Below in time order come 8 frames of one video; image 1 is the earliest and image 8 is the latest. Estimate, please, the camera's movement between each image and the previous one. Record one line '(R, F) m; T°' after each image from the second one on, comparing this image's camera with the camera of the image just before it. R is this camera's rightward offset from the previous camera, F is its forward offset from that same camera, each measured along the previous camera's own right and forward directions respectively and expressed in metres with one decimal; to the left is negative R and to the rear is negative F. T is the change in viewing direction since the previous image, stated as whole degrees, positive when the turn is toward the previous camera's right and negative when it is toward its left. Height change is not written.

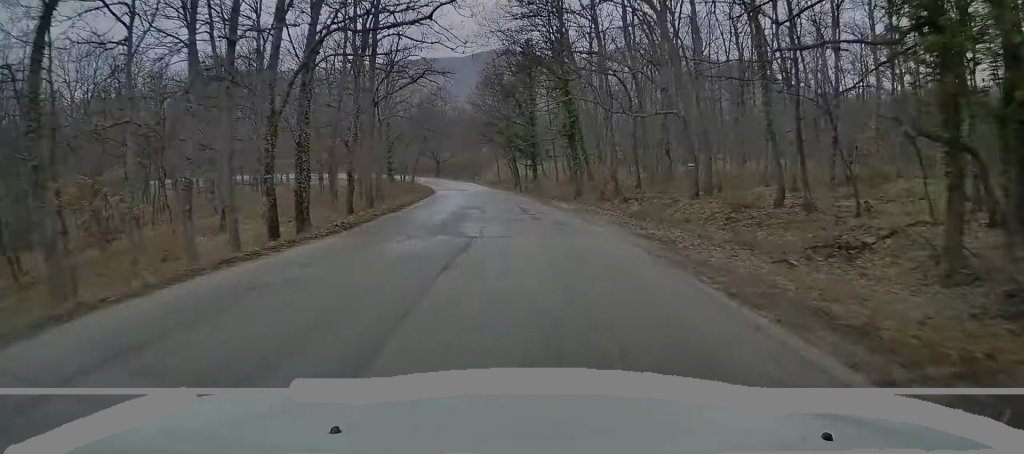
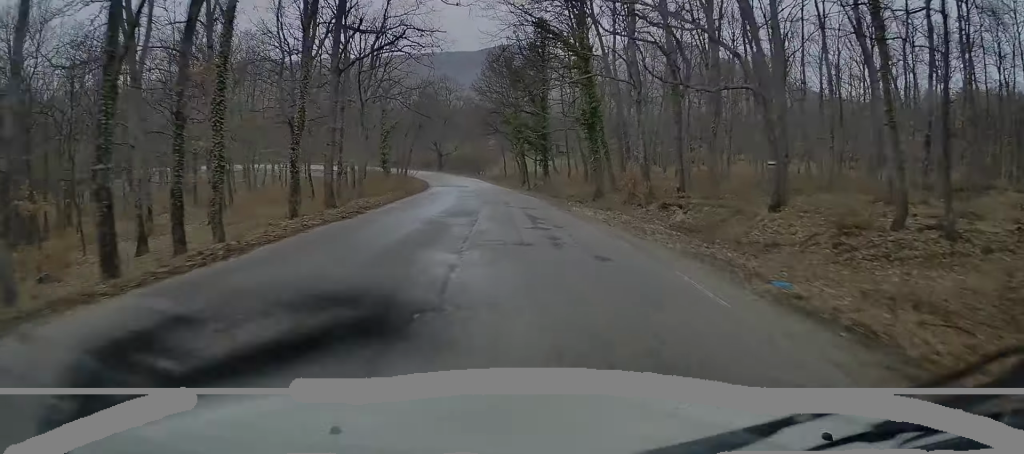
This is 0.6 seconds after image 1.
(+0.3, +7.3) m; -1°
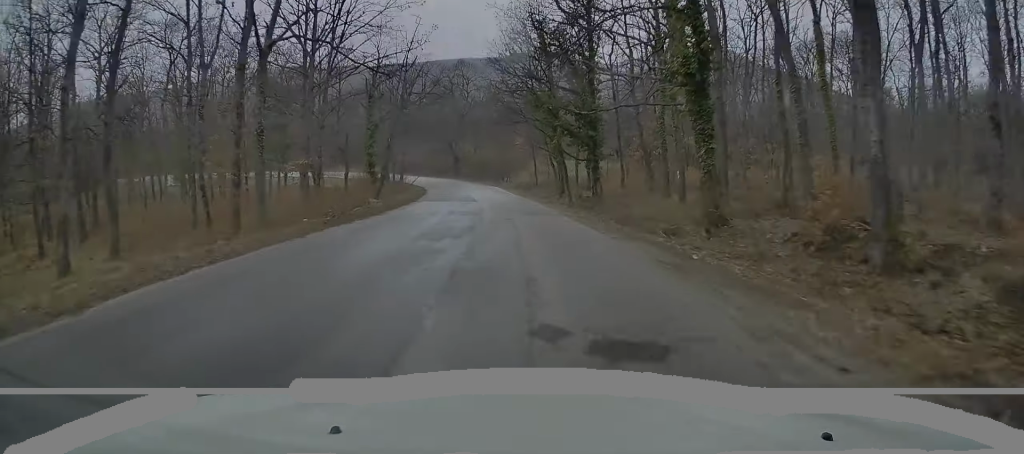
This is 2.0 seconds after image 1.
(-0.7, +18.2) m; -4°
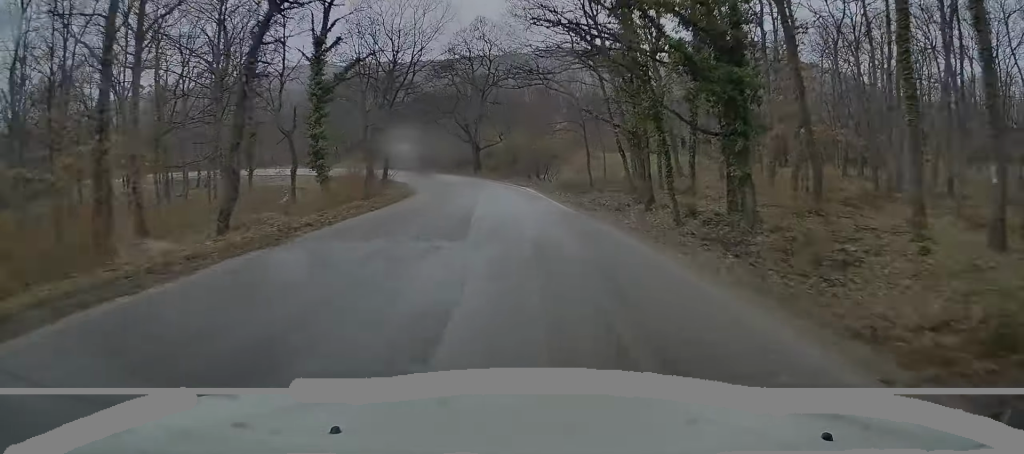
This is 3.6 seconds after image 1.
(-1.1, +20.4) m; -3°
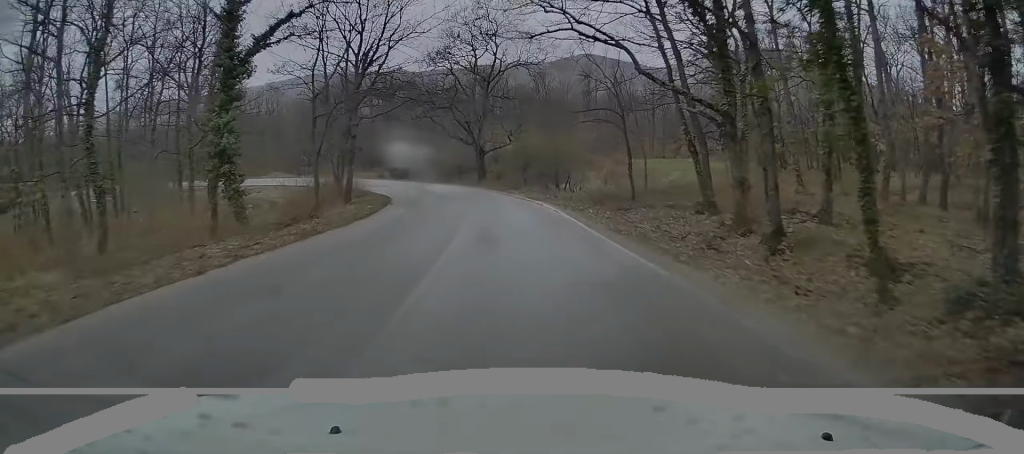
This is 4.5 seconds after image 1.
(+0.5, +10.9) m; 0°
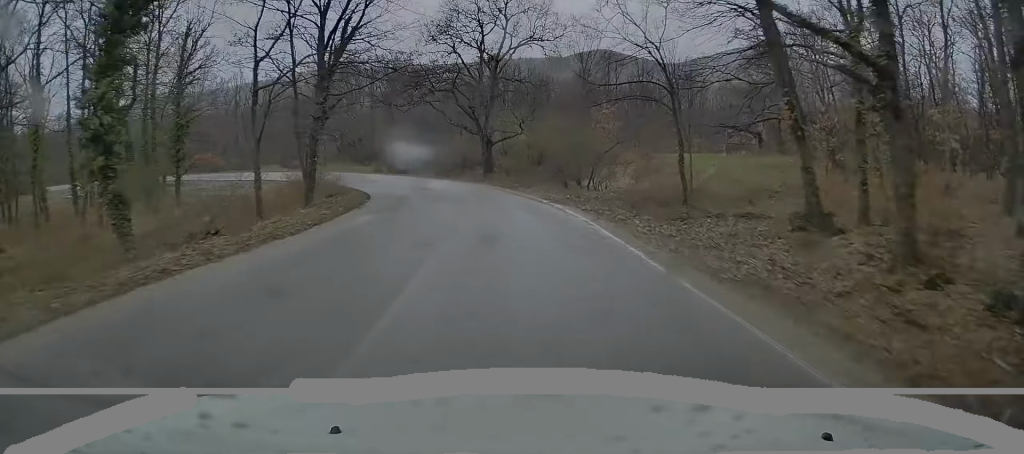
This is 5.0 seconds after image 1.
(0.0, +7.3) m; -1°
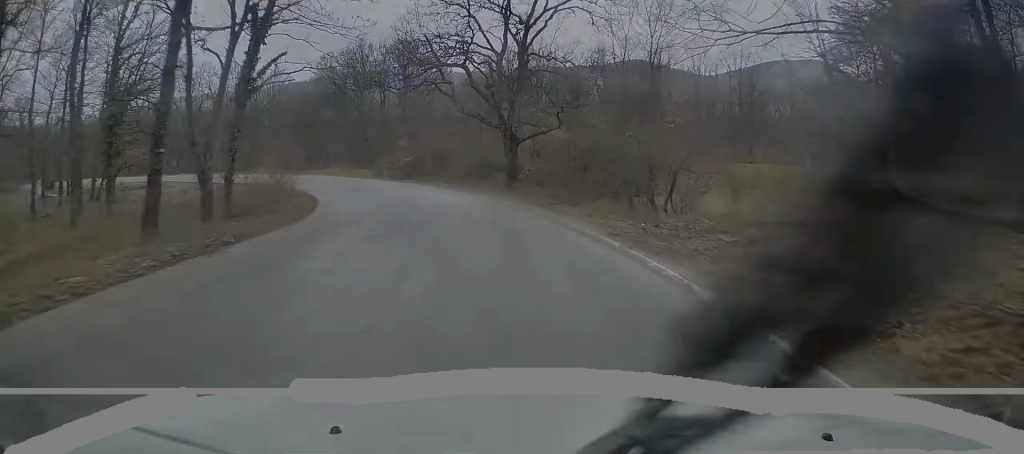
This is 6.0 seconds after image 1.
(-0.6, +12.0) m; -4°
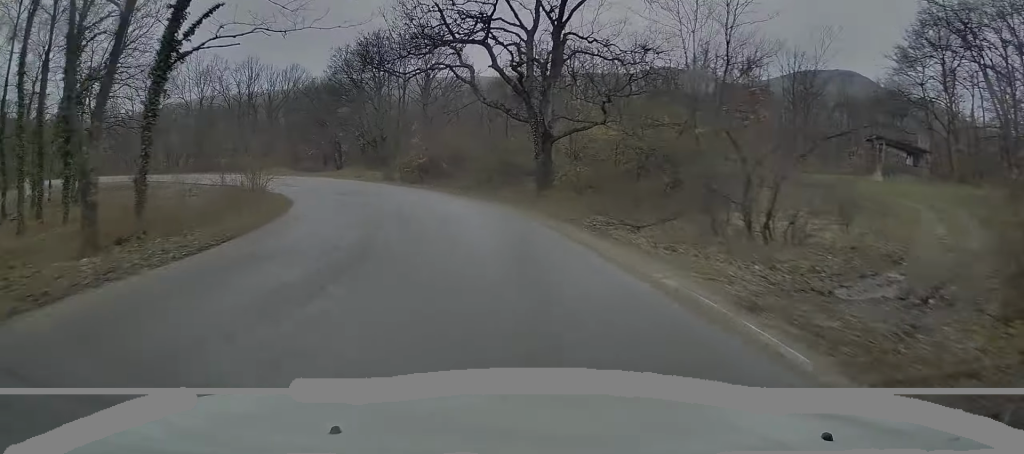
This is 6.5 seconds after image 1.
(+0.1, +6.5) m; -3°
